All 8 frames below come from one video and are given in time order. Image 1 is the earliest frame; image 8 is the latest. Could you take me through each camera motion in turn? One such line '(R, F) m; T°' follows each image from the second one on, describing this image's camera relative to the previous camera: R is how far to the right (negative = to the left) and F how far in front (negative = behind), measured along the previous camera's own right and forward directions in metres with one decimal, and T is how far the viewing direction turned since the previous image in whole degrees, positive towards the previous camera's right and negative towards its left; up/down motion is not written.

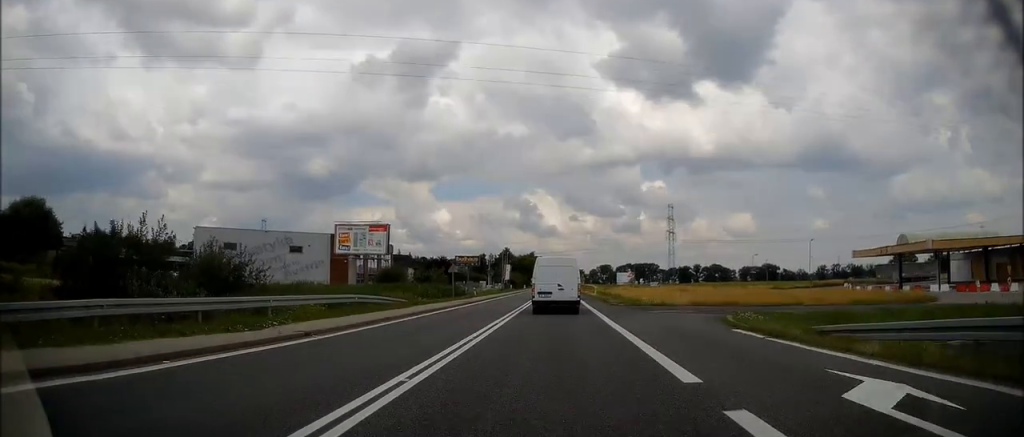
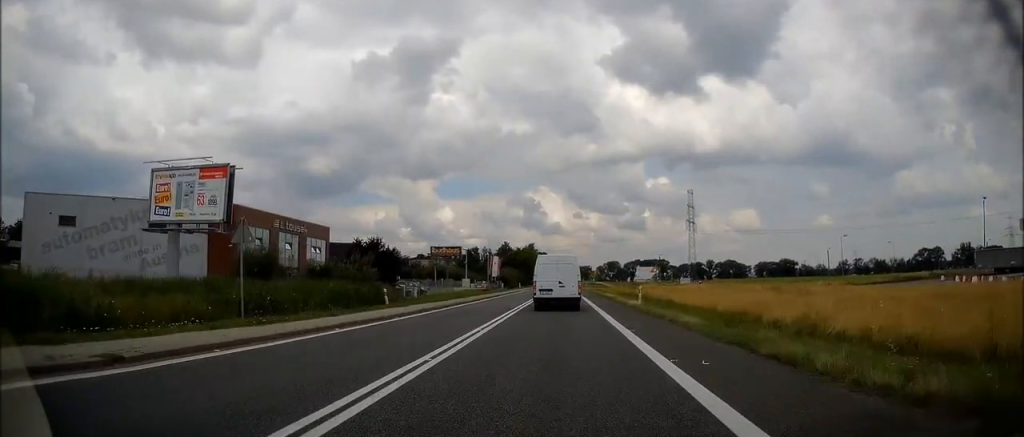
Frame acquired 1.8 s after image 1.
(0.0, +34.2) m; 0°
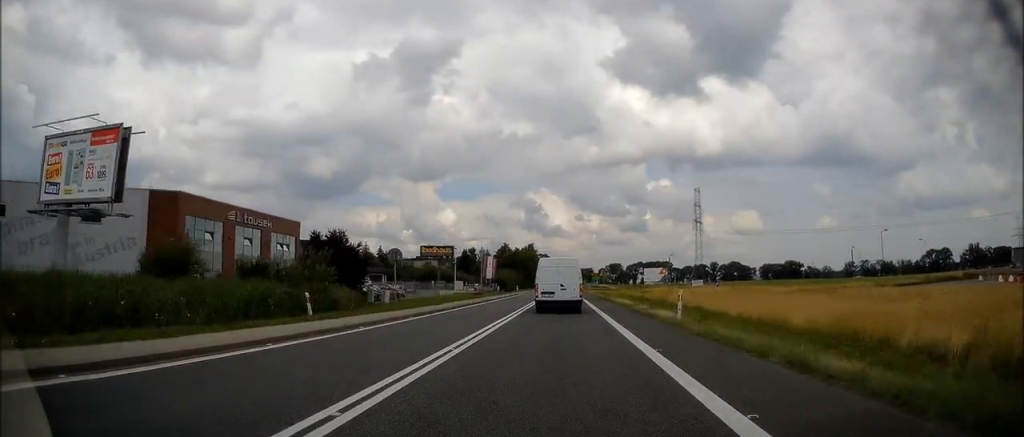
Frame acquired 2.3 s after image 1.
(-0.1, +10.1) m; 0°
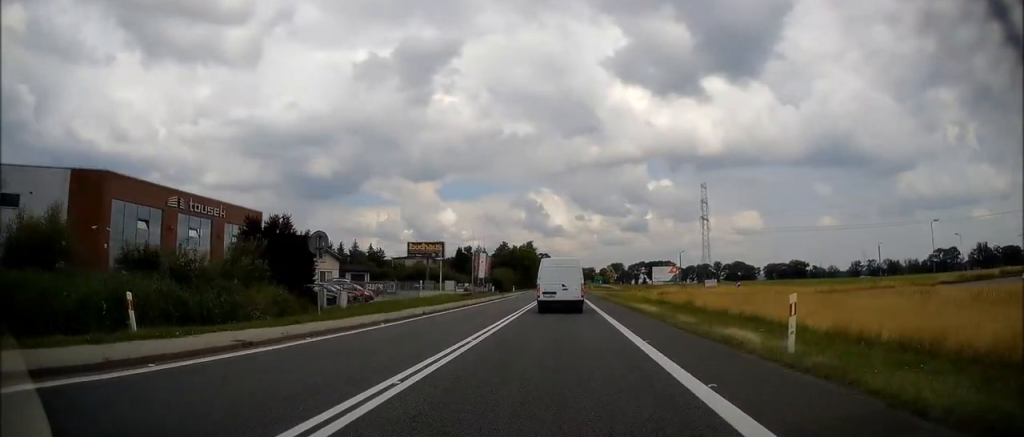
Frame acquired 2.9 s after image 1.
(0.0, +10.1) m; 0°
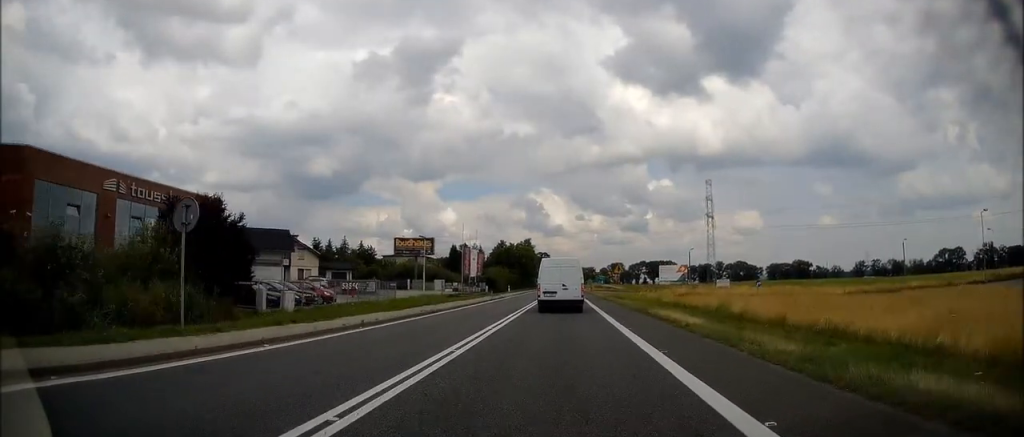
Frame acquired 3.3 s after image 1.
(0.0, +8.1) m; 0°
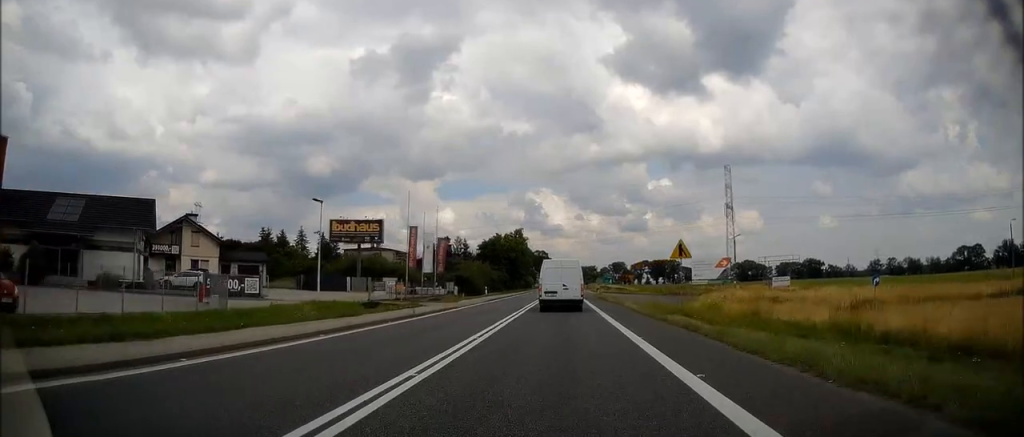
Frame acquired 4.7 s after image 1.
(0.0, +27.0) m; +1°
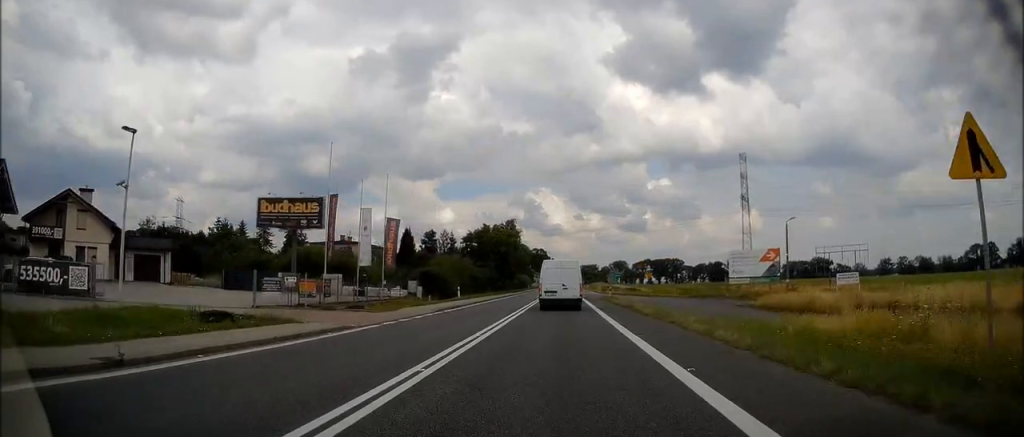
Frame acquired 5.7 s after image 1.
(+0.3, +17.7) m; 0°
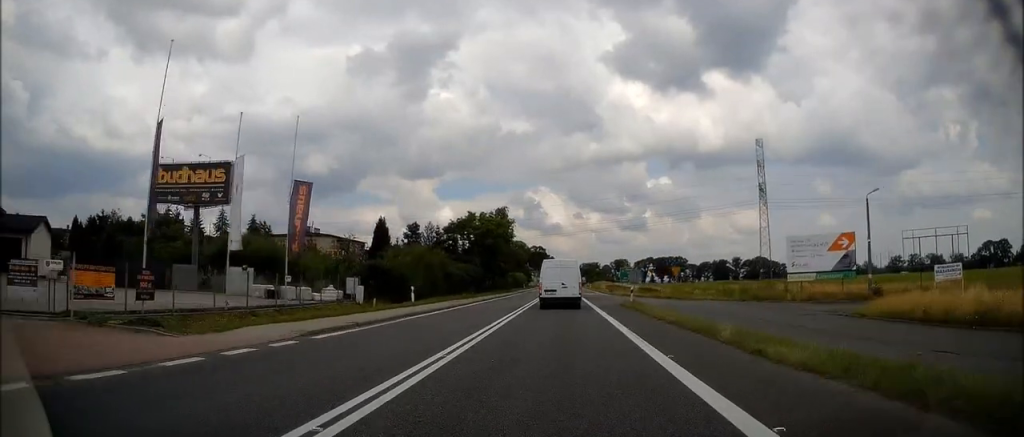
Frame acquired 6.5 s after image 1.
(-0.3, +15.8) m; -1°
